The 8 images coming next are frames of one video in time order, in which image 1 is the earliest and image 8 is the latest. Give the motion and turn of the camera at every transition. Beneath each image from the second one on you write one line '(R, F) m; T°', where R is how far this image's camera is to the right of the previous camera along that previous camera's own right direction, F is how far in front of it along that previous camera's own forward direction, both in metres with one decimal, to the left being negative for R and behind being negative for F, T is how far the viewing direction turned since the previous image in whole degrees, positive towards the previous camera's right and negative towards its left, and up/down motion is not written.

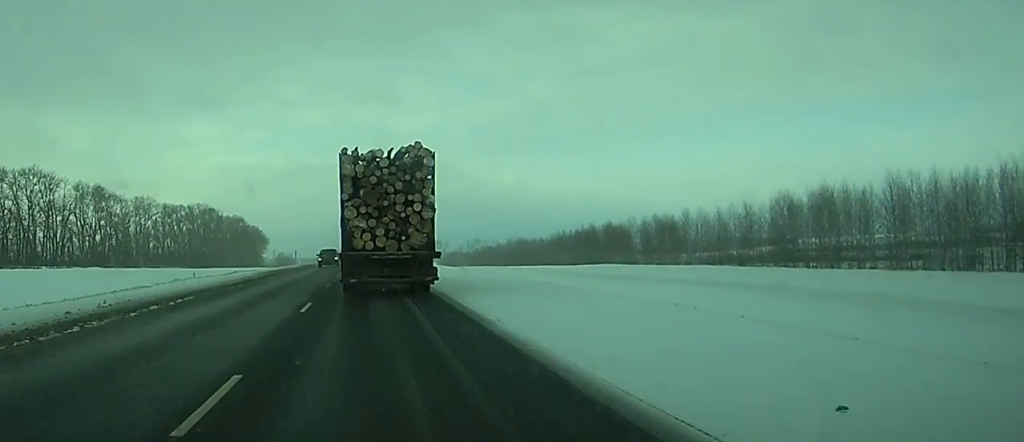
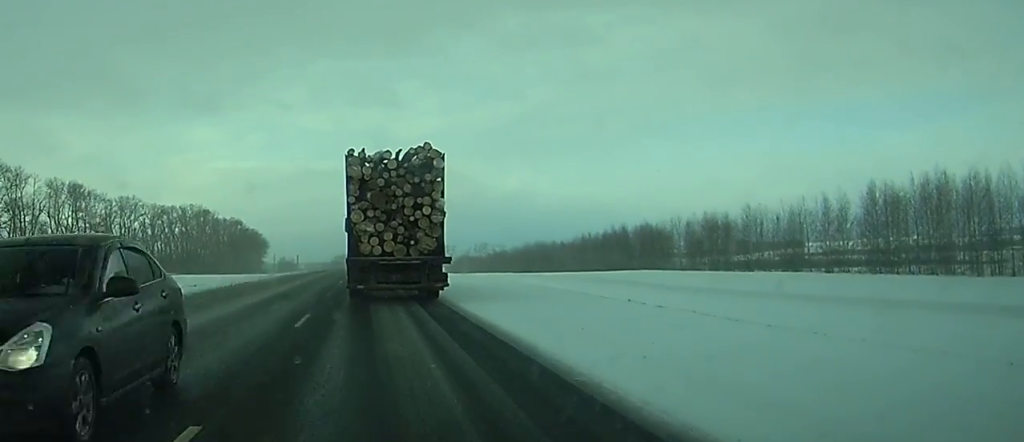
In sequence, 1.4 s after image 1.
(-0.1, +33.7) m; 0°
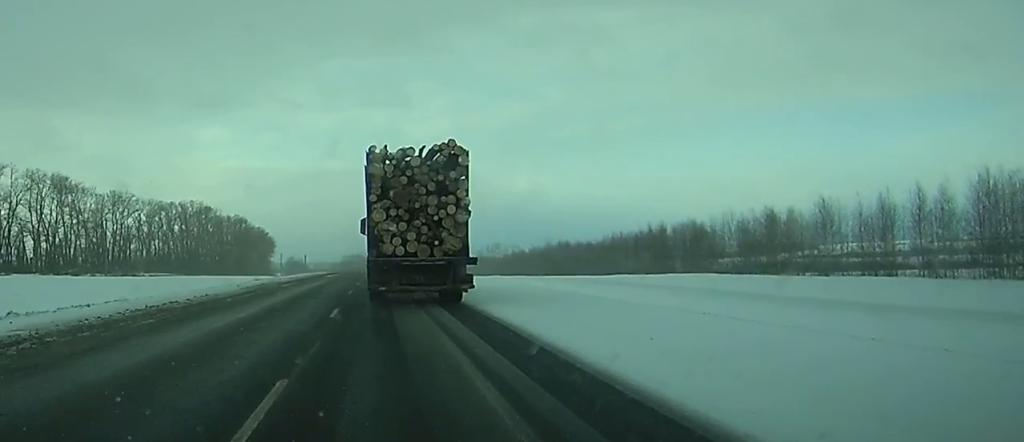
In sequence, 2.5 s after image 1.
(-0.1, +24.4) m; 0°
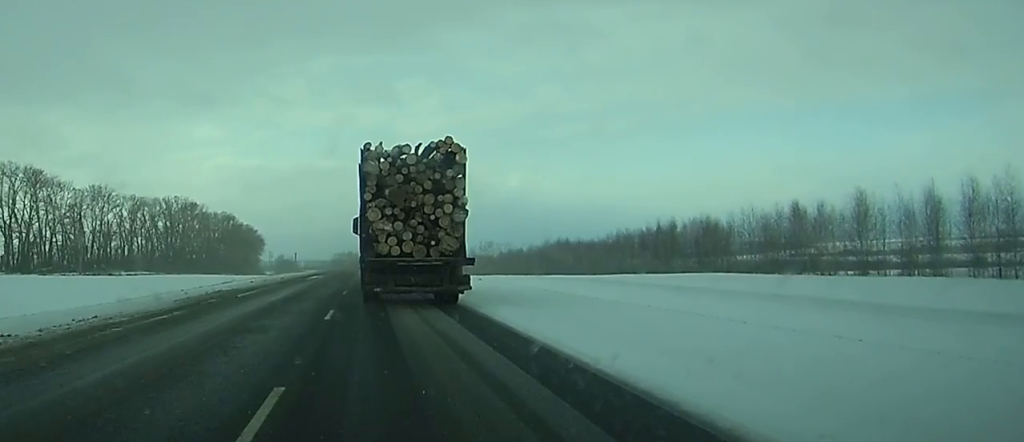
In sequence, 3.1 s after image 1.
(0.0, +13.1) m; 0°
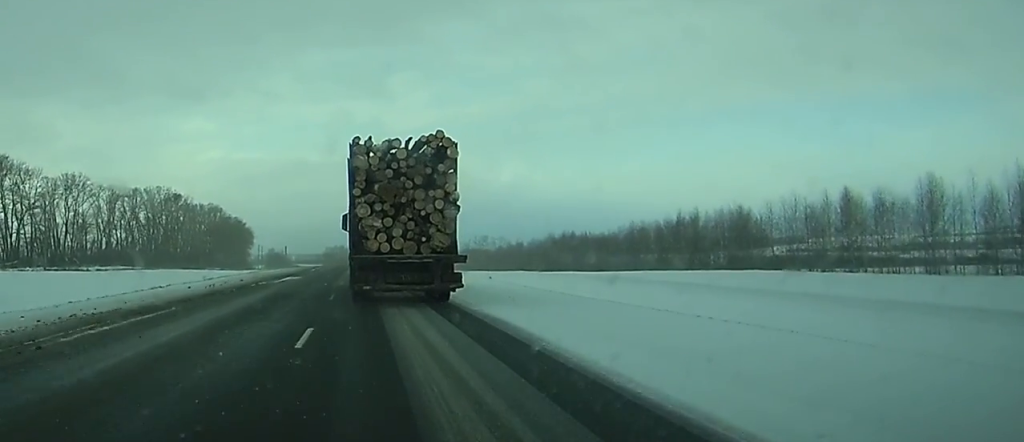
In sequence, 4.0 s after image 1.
(0.0, +17.8) m; 0°
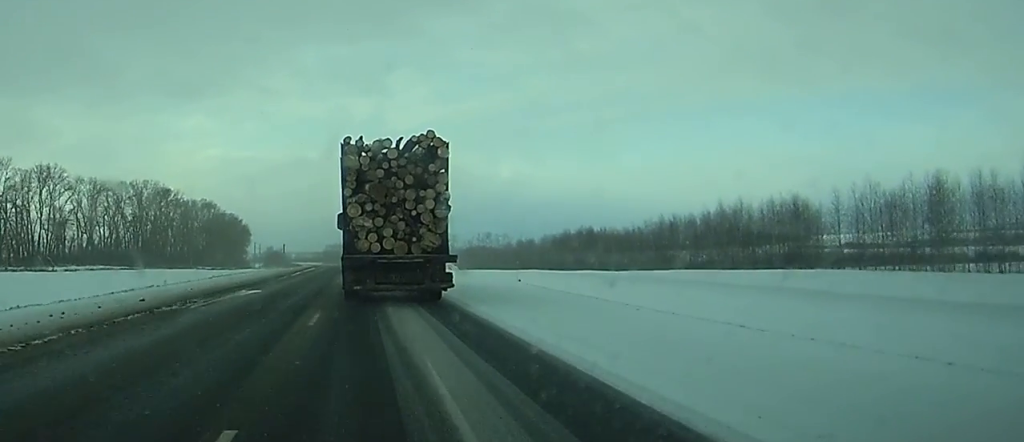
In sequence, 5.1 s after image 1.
(+0.1, +20.3) m; 0°
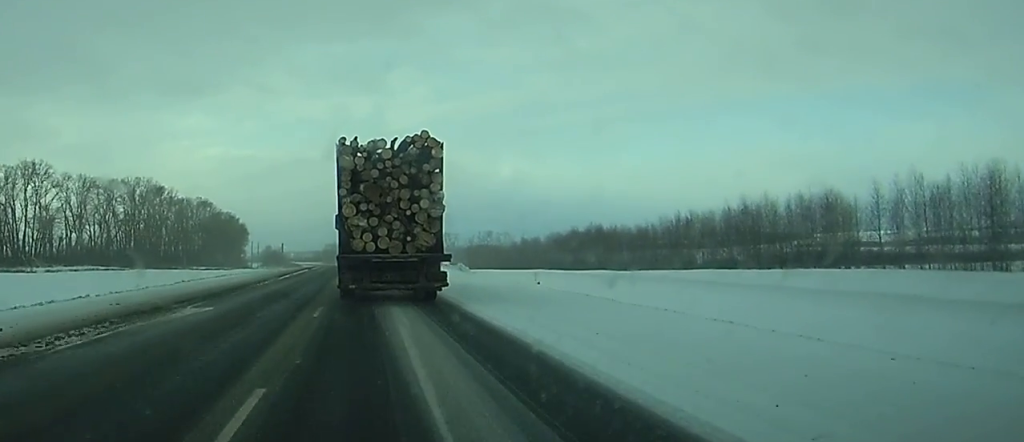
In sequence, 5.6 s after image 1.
(0.0, +10.0) m; 0°
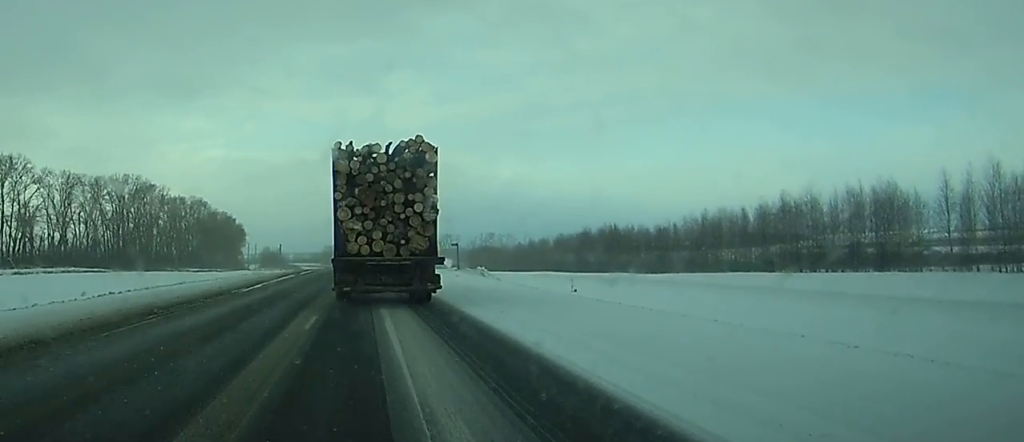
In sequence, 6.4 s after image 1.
(+0.1, +14.3) m; 0°
